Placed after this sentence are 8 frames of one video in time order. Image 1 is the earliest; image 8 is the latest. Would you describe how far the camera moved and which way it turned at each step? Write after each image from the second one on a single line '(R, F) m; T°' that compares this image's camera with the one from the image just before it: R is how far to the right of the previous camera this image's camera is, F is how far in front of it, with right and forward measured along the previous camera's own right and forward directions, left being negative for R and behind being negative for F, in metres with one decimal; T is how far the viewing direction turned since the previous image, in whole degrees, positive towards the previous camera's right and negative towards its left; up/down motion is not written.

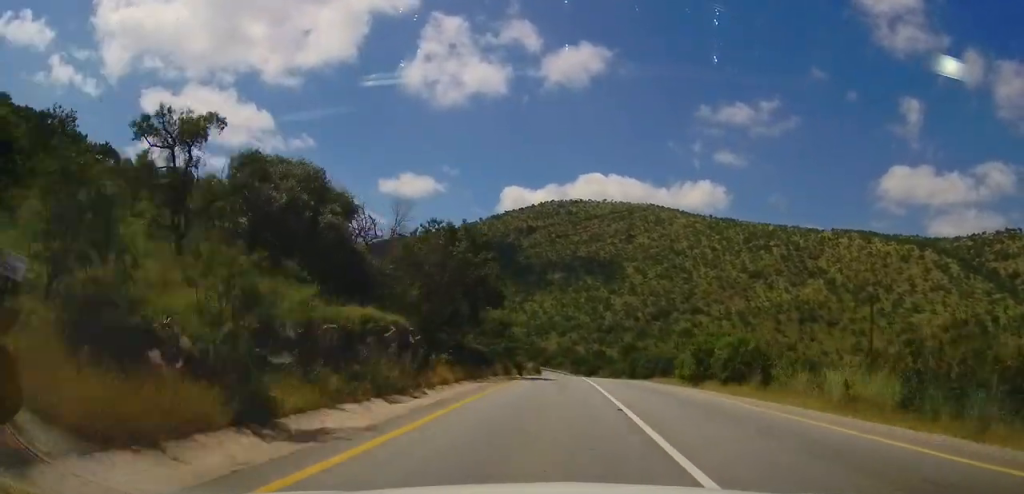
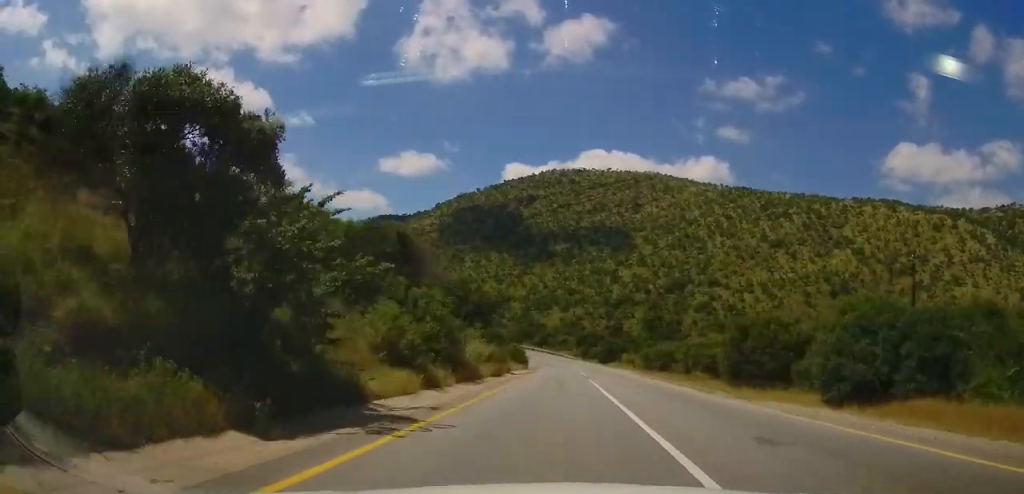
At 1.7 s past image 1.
(+1.2, +47.2) m; -1°
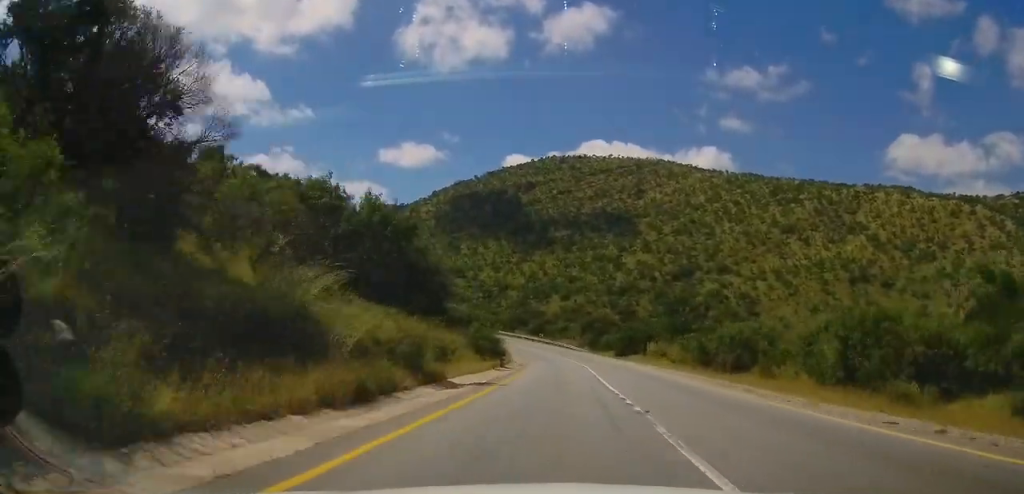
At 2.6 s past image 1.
(-0.9, +24.2) m; -1°
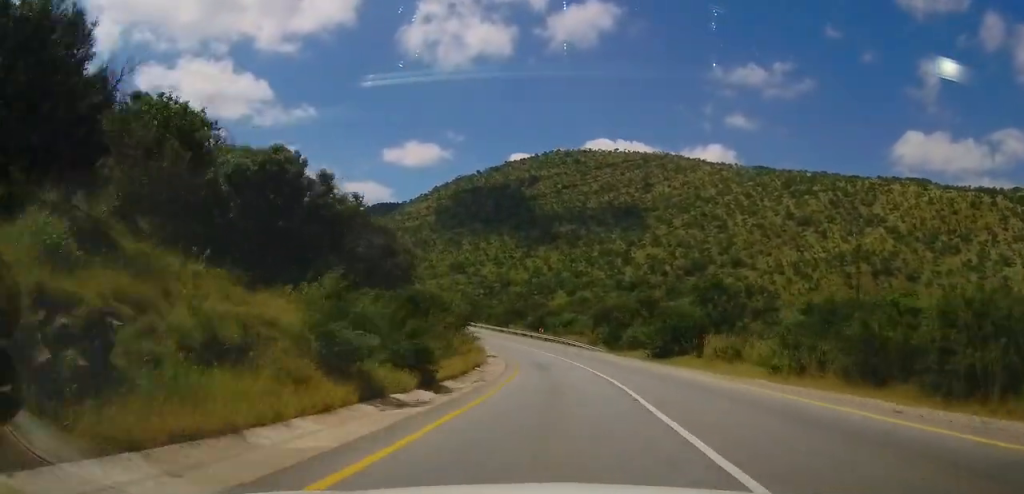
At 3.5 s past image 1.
(+0.1, +21.8) m; -1°
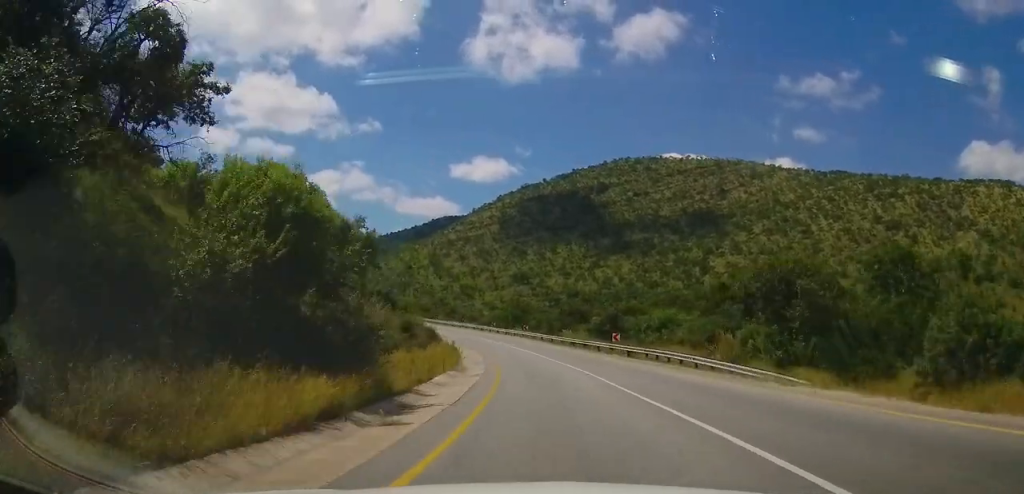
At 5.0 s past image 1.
(-1.3, +38.3) m; -8°
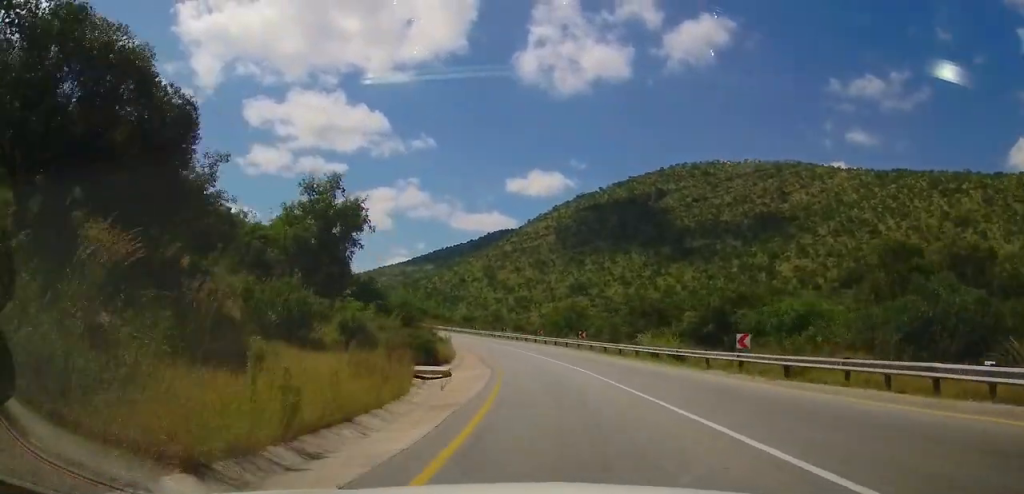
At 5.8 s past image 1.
(-1.7, +20.6) m; -5°
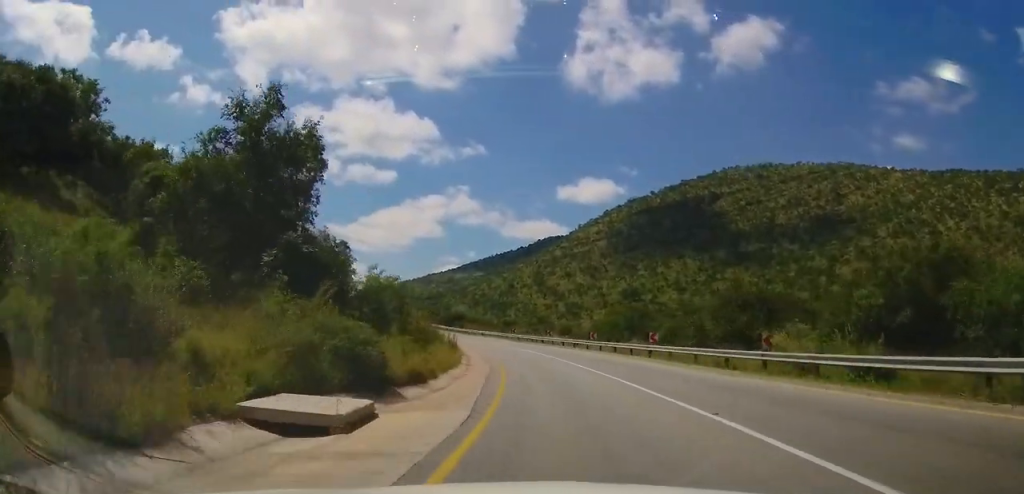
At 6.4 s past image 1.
(-0.2, +16.7) m; -5°
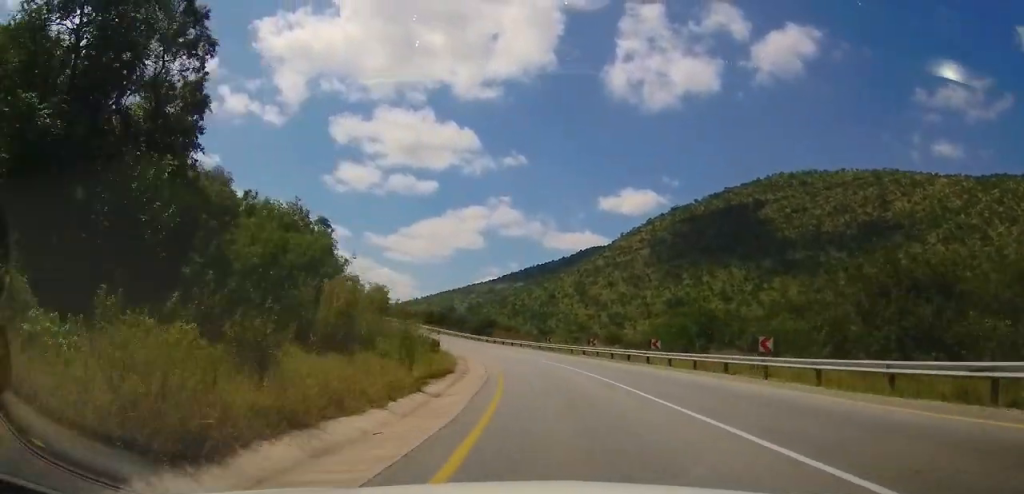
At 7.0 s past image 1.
(+0.1, +15.1) m; -5°
